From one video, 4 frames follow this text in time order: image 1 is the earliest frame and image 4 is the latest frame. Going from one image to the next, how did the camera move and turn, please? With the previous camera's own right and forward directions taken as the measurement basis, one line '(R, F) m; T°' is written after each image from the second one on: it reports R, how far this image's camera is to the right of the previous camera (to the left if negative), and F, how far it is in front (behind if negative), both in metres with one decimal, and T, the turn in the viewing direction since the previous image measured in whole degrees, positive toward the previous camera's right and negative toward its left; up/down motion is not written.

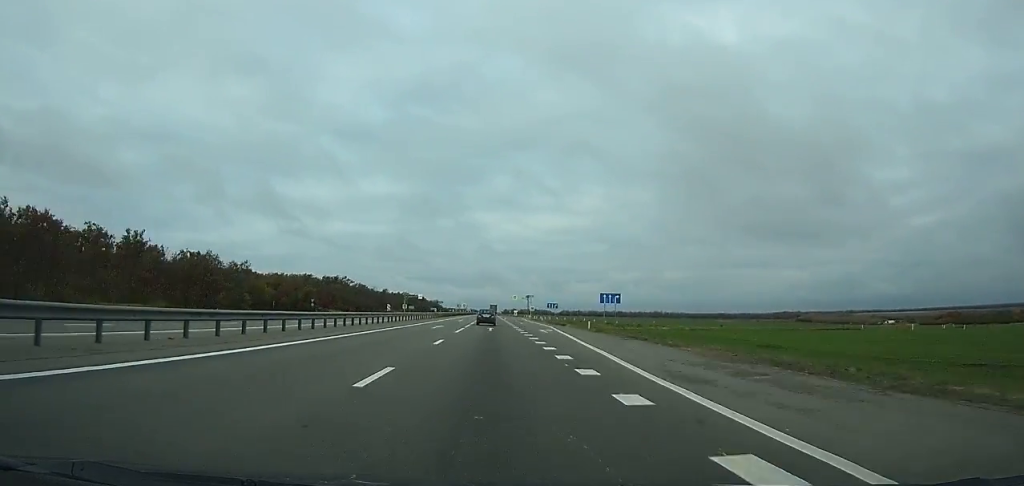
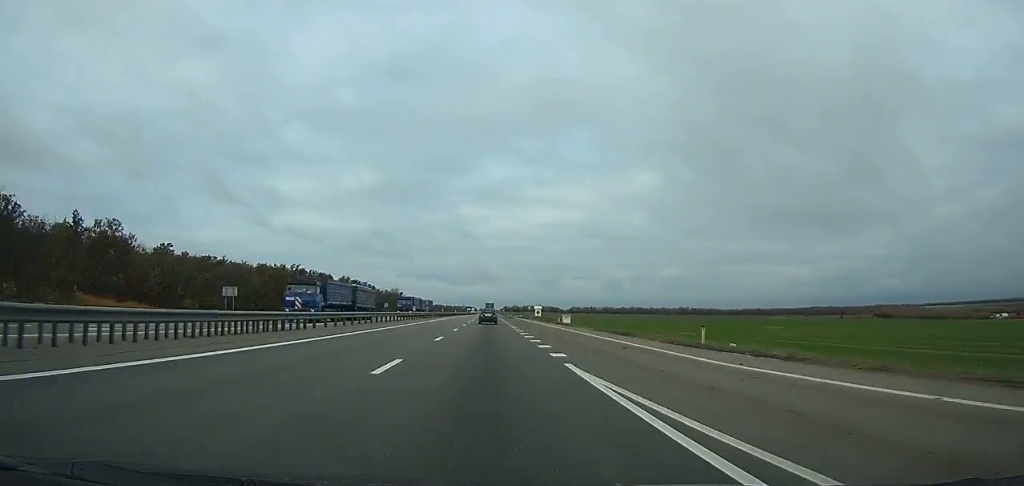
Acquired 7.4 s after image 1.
(+0.4, +215.5) m; 0°
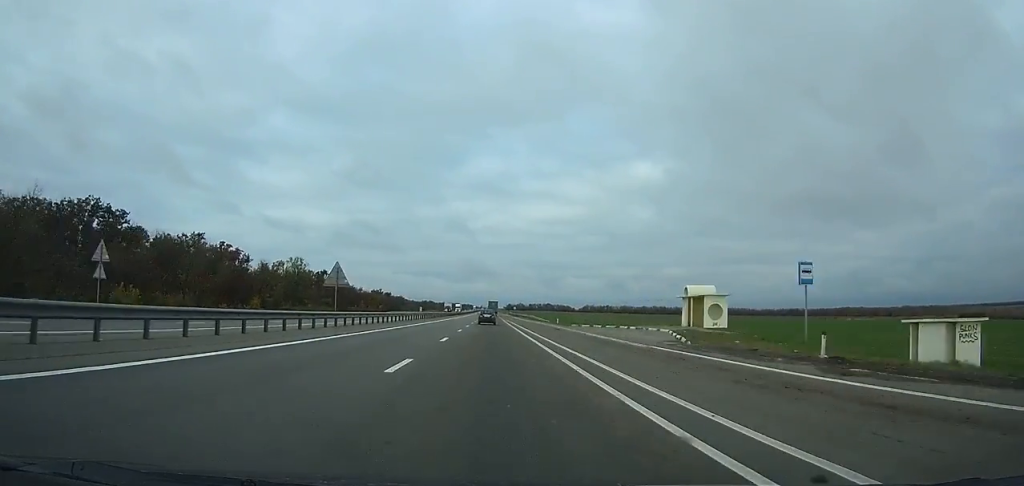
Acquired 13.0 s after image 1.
(0.0, +157.7) m; 0°
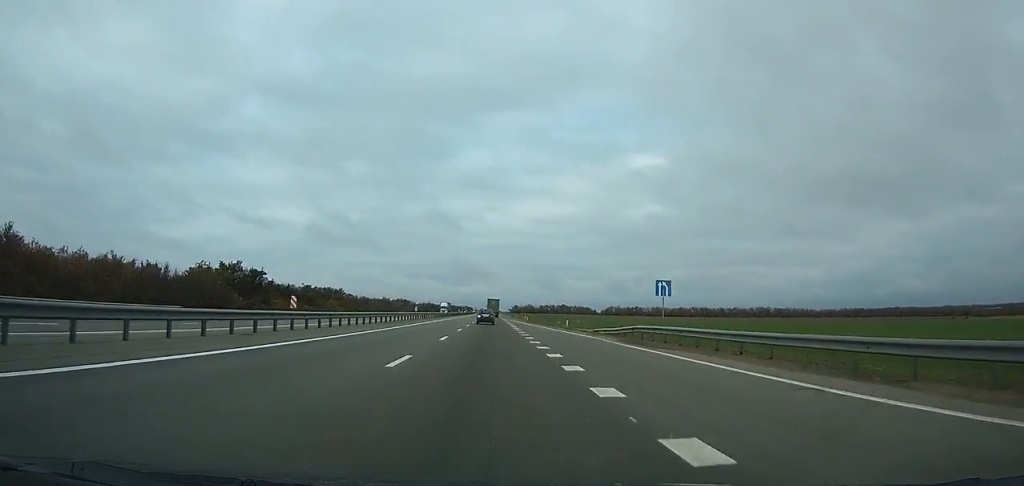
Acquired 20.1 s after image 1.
(+0.1, +203.2) m; 0°
